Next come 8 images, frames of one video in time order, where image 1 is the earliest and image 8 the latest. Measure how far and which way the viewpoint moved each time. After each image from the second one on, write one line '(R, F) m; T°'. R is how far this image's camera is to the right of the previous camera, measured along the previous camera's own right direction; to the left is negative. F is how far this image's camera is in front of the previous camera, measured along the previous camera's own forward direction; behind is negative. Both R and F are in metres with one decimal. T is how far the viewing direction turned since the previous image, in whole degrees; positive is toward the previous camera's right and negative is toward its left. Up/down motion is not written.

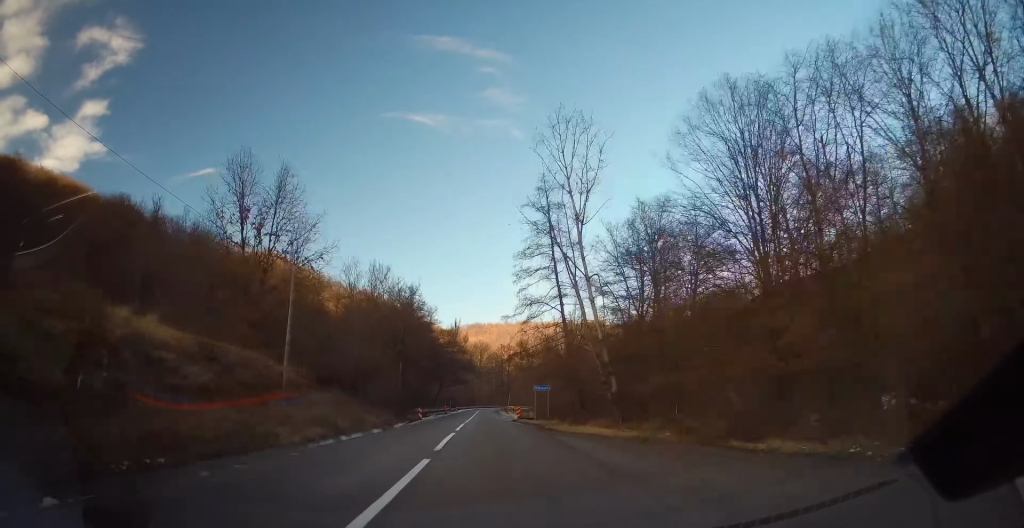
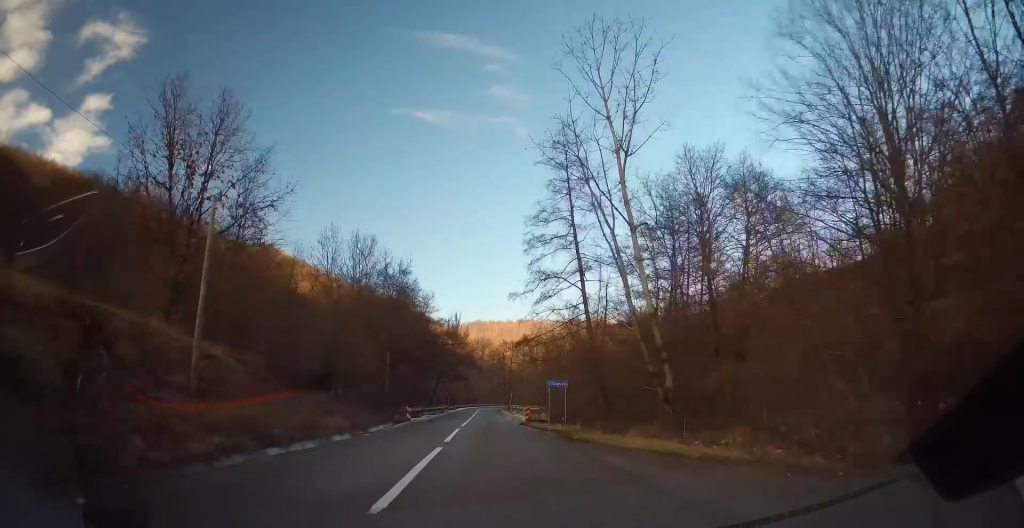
(-0.2, +8.4) m; 0°
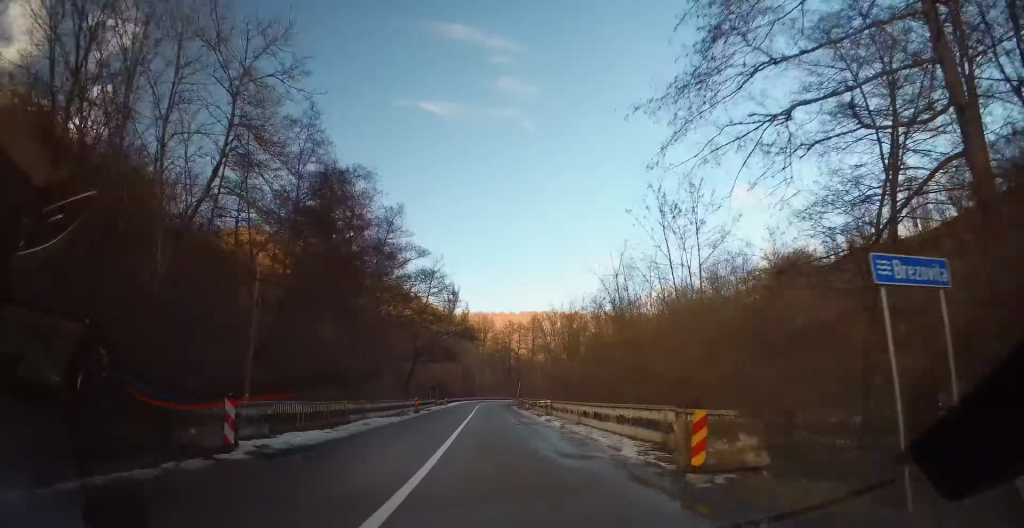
(+0.2, +29.5) m; 0°
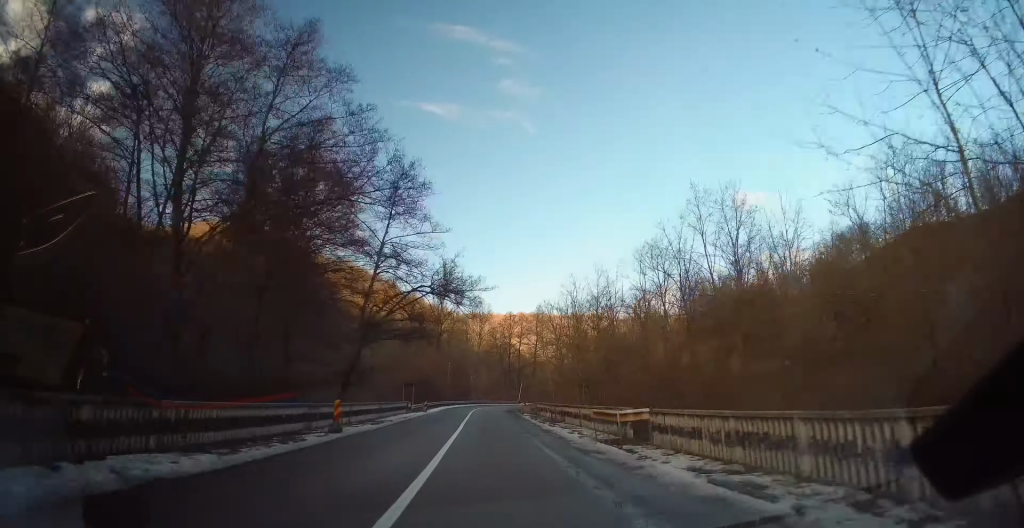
(+0.2, +21.1) m; +1°
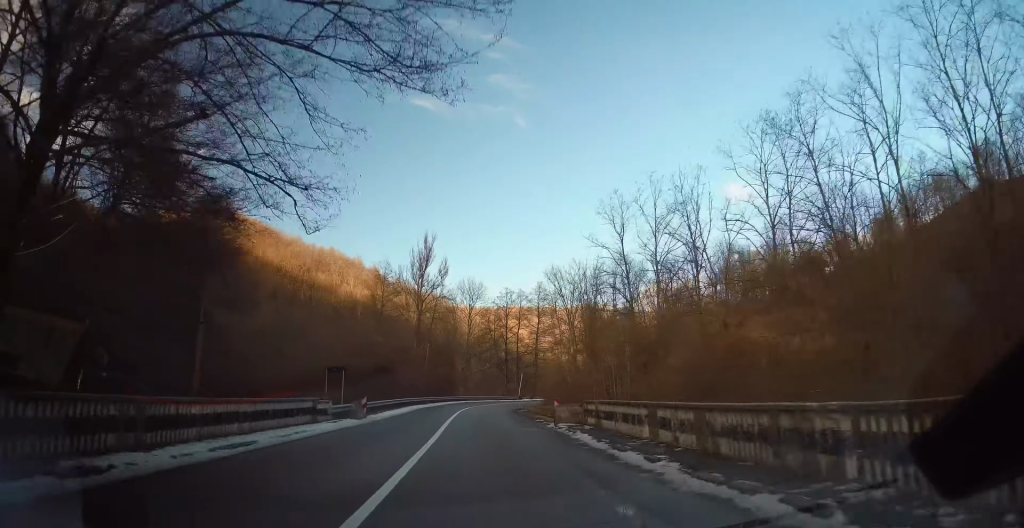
(0.0, +22.7) m; 0°
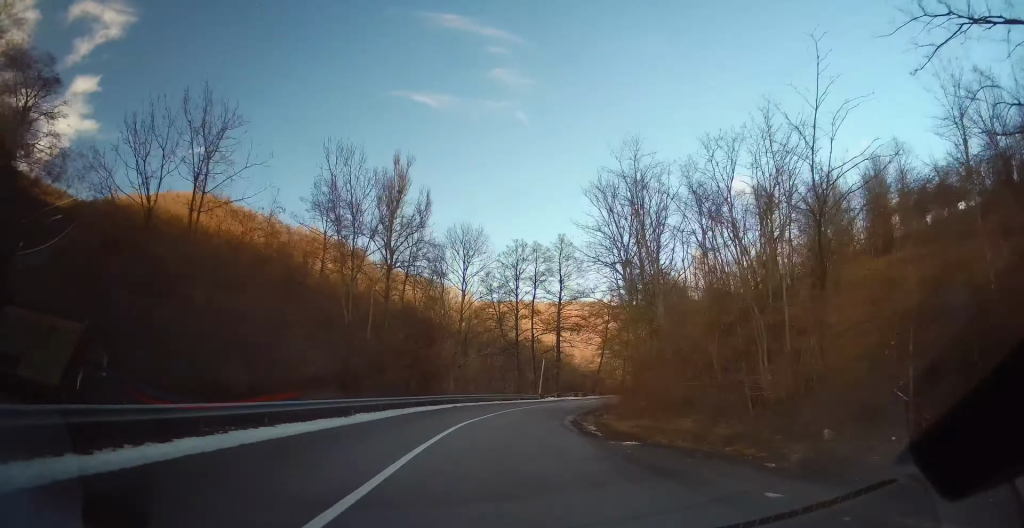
(0.0, +31.6) m; +2°
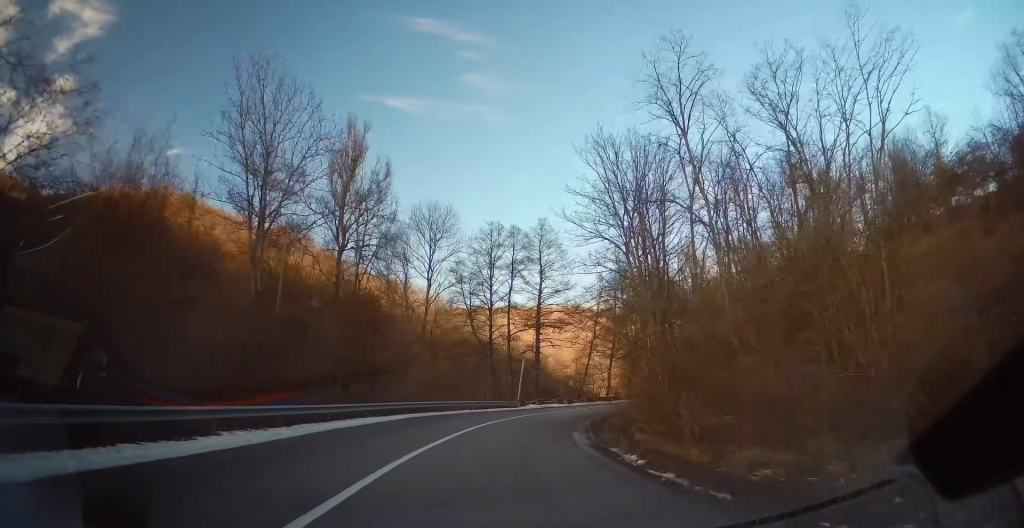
(+0.4, +10.0) m; +4°
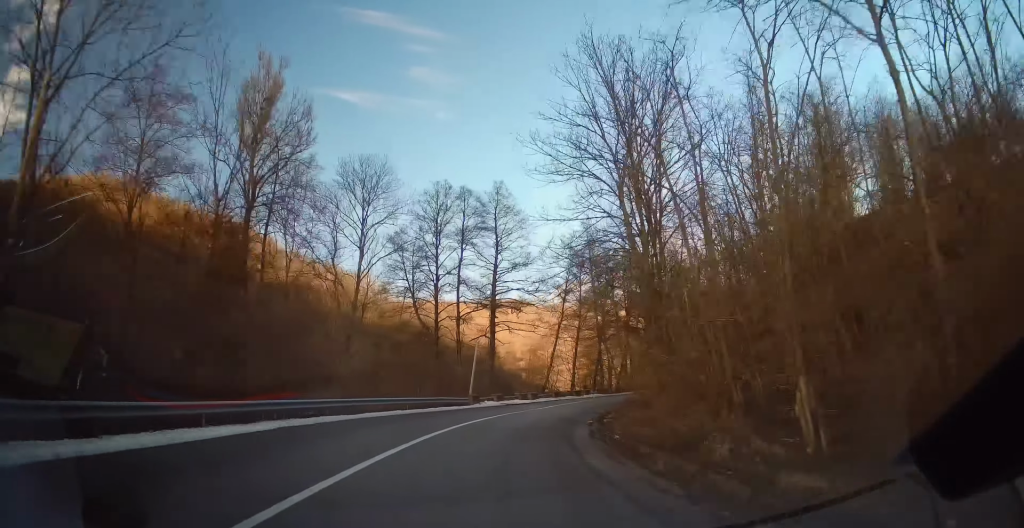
(+0.3, +11.0) m; +5°
